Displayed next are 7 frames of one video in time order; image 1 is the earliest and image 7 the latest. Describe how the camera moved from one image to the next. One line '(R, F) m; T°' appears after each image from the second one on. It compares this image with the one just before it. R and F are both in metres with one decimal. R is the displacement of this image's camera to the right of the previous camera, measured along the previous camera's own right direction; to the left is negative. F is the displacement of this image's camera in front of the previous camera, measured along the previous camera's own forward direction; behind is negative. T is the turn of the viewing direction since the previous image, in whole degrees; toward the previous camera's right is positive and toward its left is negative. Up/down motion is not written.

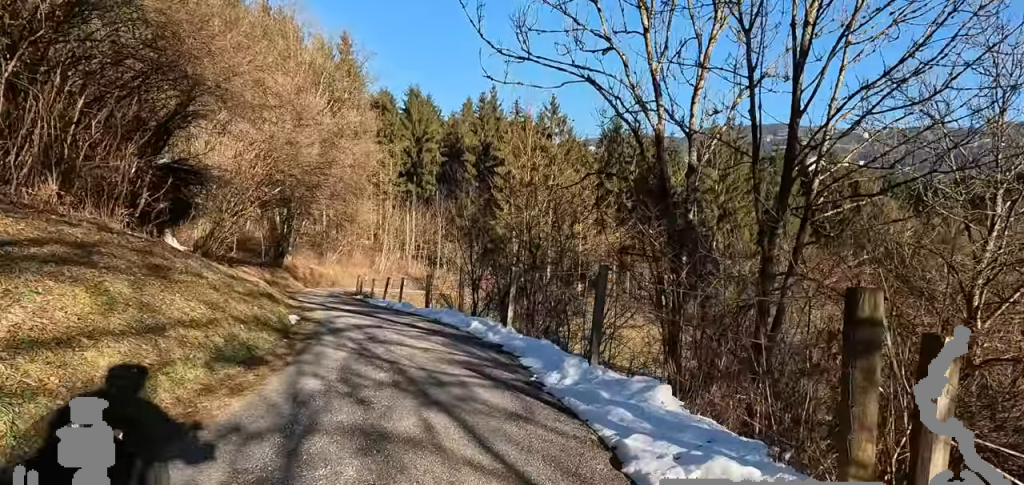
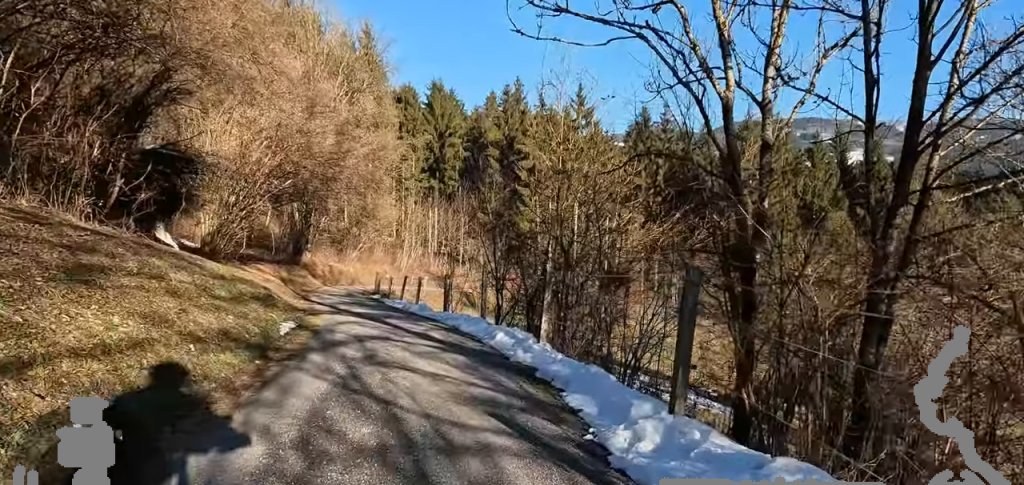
(+0.5, +1.9) m; -2°
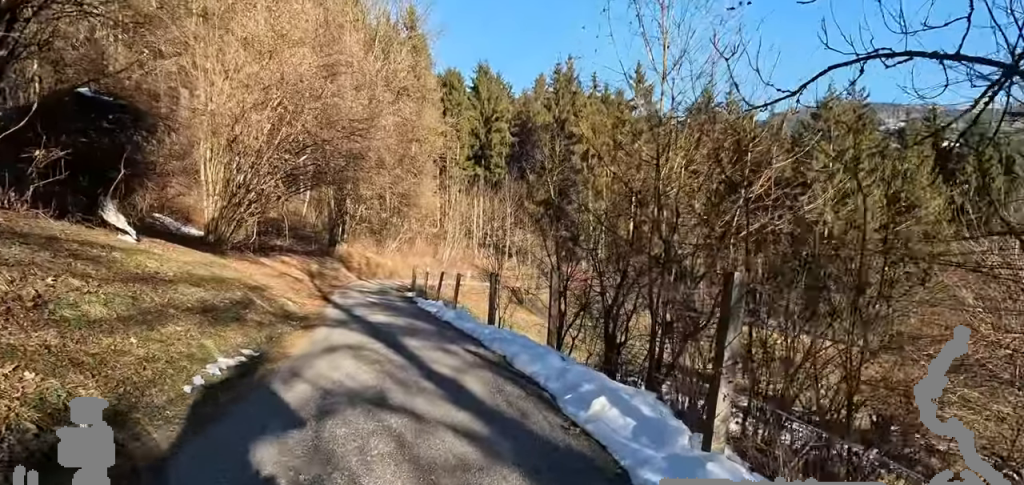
(-1.6, +4.4) m; -15°
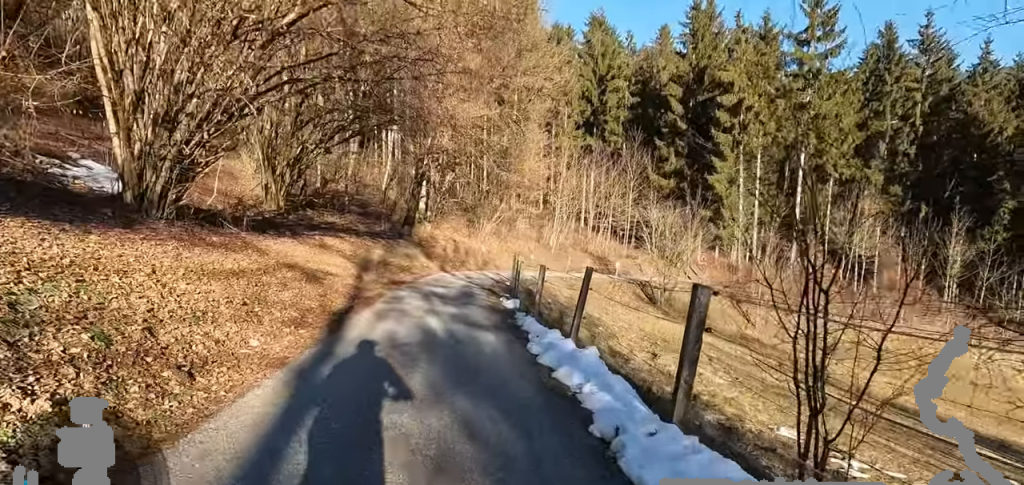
(+0.2, +10.3) m; 0°
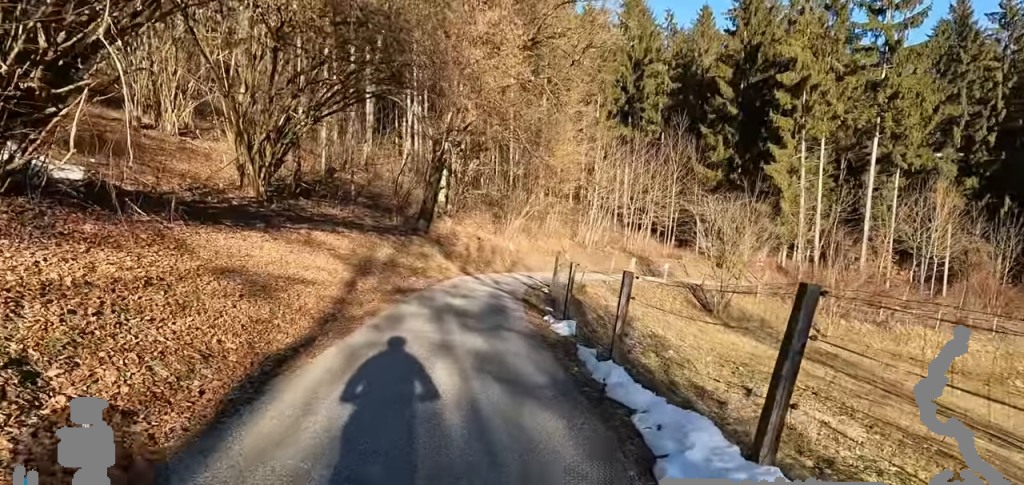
(0.0, +3.9) m; +1°
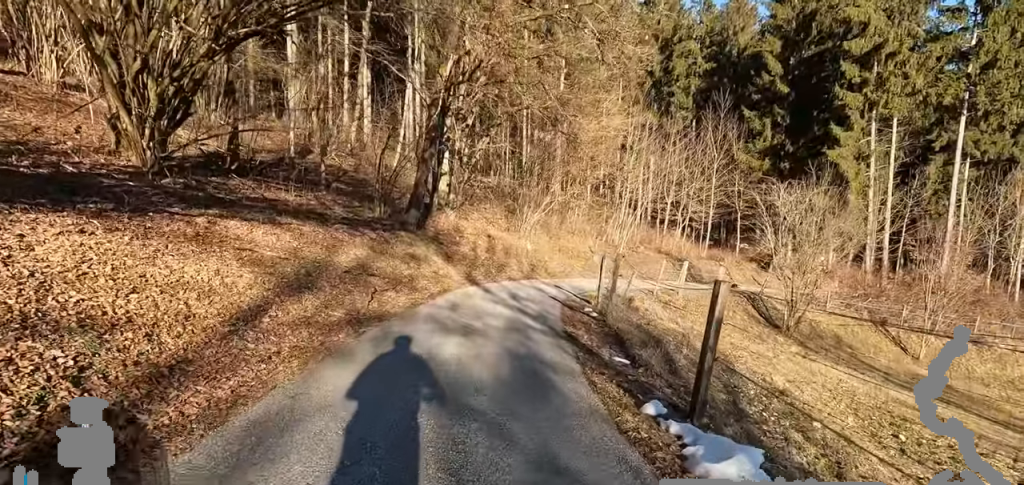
(0.0, +5.1) m; +9°
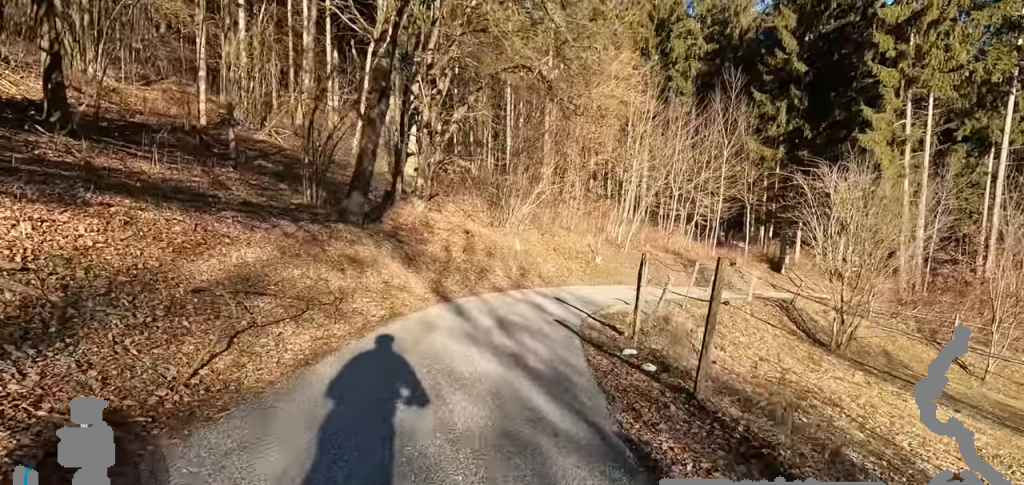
(+0.6, +4.6) m; +12°
